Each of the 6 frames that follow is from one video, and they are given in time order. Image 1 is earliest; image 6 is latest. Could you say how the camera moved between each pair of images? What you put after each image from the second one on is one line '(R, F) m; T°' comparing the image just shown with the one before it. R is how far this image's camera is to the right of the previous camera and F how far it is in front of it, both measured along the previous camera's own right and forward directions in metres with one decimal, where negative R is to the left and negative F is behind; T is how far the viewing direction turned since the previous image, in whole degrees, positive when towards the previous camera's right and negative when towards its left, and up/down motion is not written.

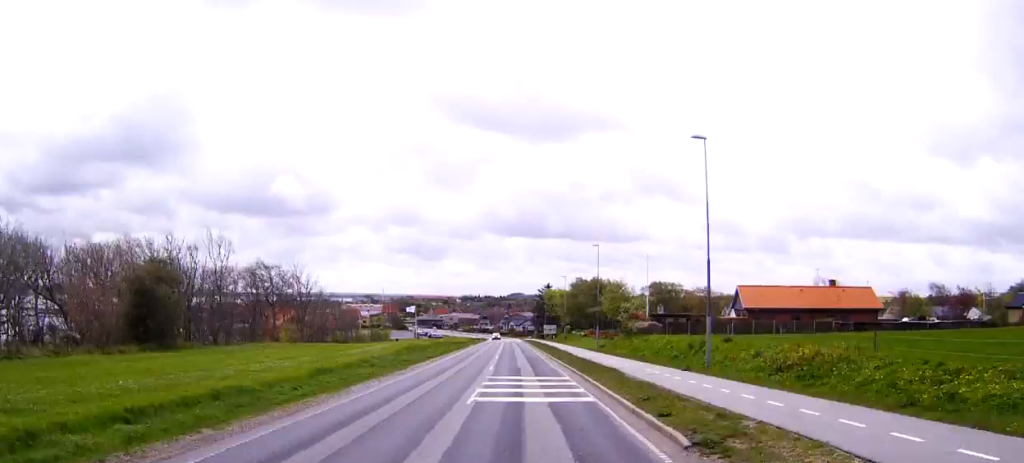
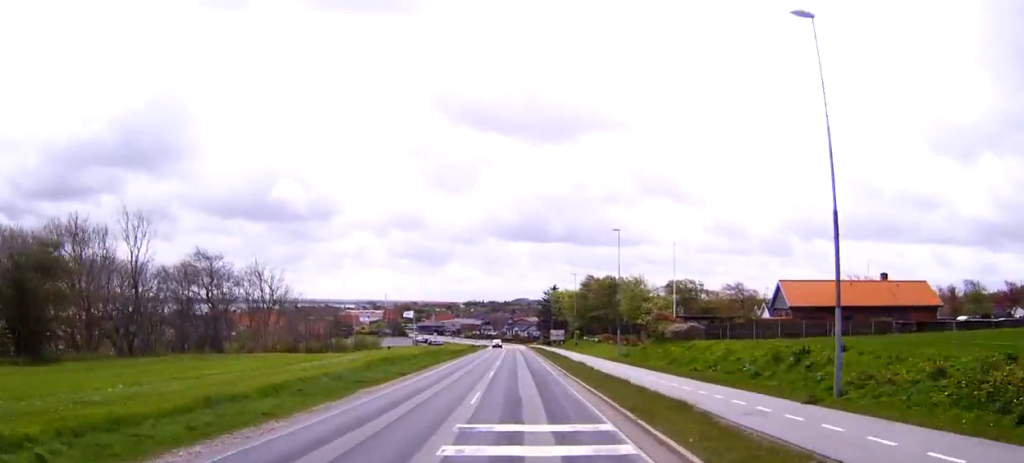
(0.0, +13.5) m; 0°
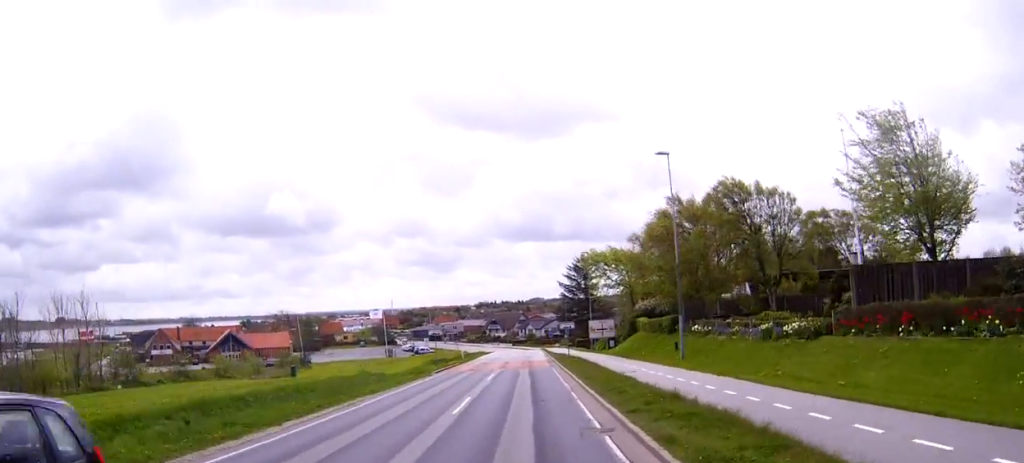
(-0.2, +63.1) m; -1°
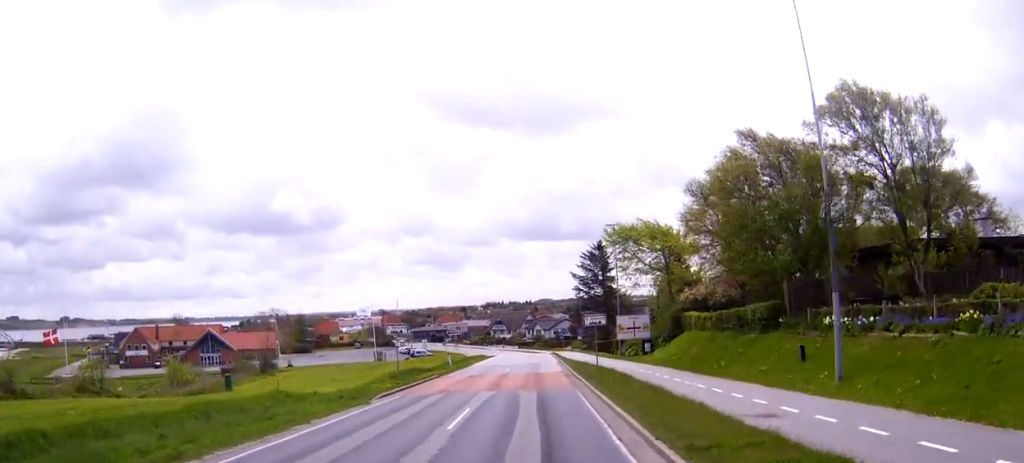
(-0.2, +17.9) m; -1°
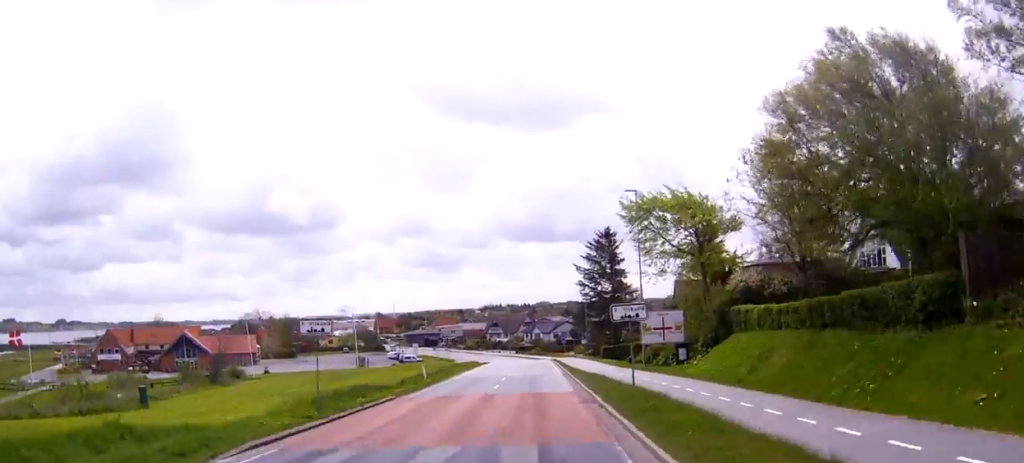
(0.0, +13.0) m; 0°
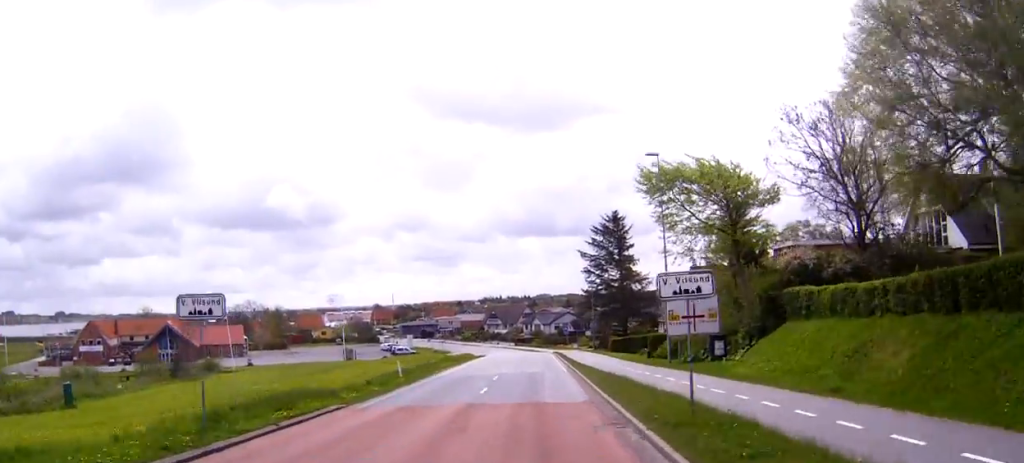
(0.0, +8.1) m; 0°
